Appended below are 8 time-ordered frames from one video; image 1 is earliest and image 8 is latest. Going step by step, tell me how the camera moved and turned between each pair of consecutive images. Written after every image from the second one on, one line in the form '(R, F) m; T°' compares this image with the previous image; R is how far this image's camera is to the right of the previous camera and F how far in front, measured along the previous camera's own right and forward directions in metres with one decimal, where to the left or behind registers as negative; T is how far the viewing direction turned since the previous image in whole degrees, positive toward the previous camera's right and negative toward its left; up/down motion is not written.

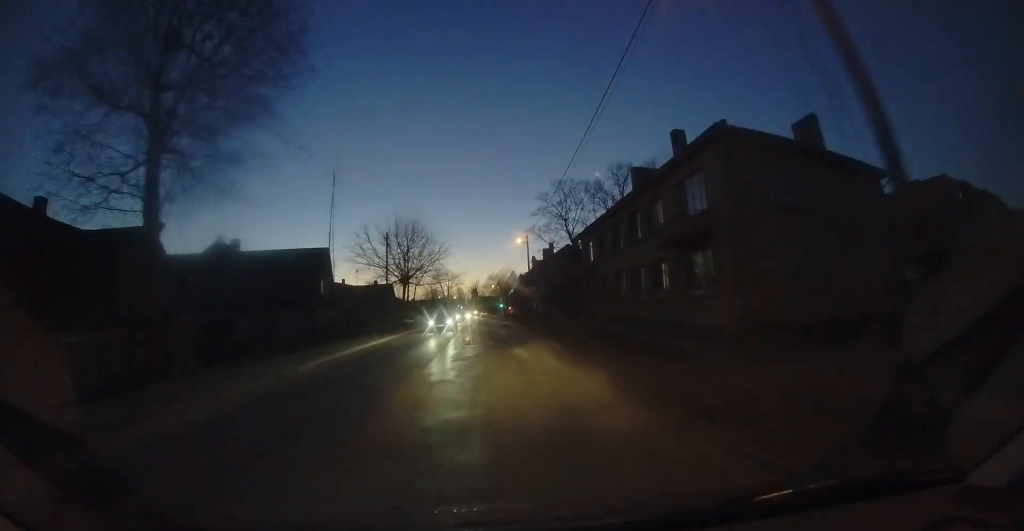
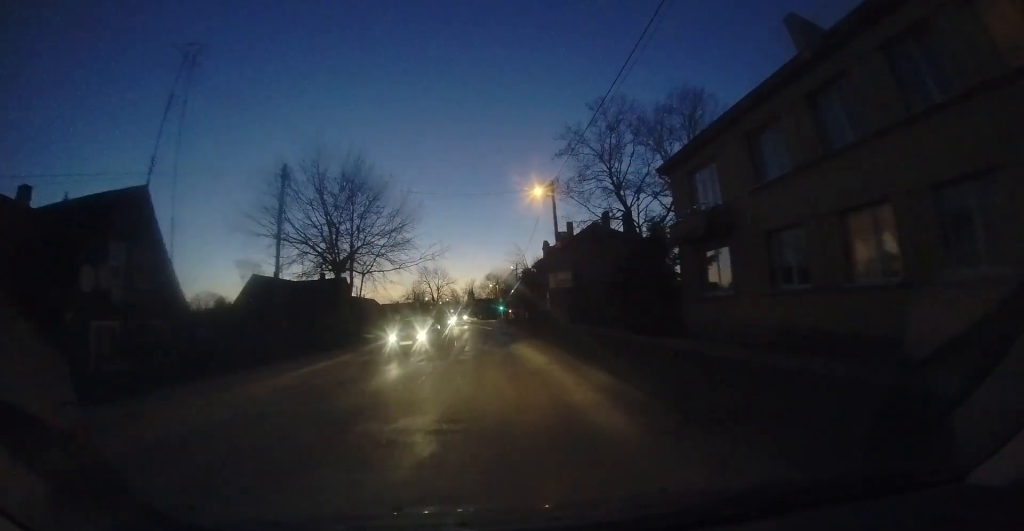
(+0.2, +15.8) m; +3°
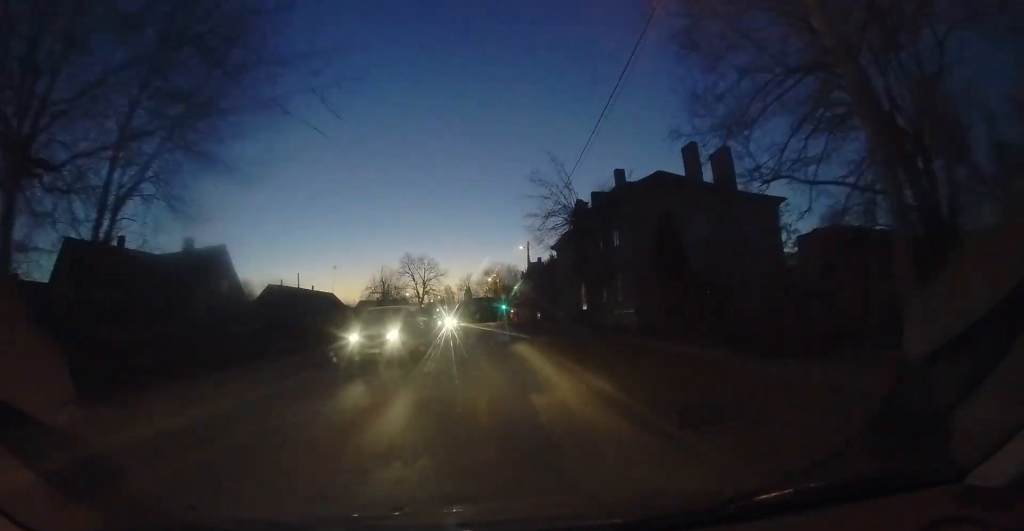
(+0.2, +17.1) m; 0°
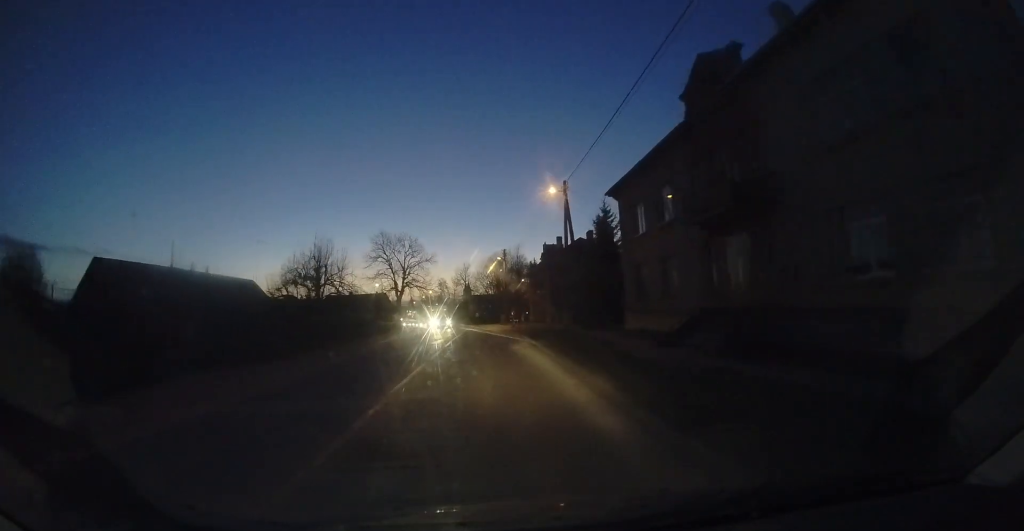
(0.0, +17.4) m; 0°
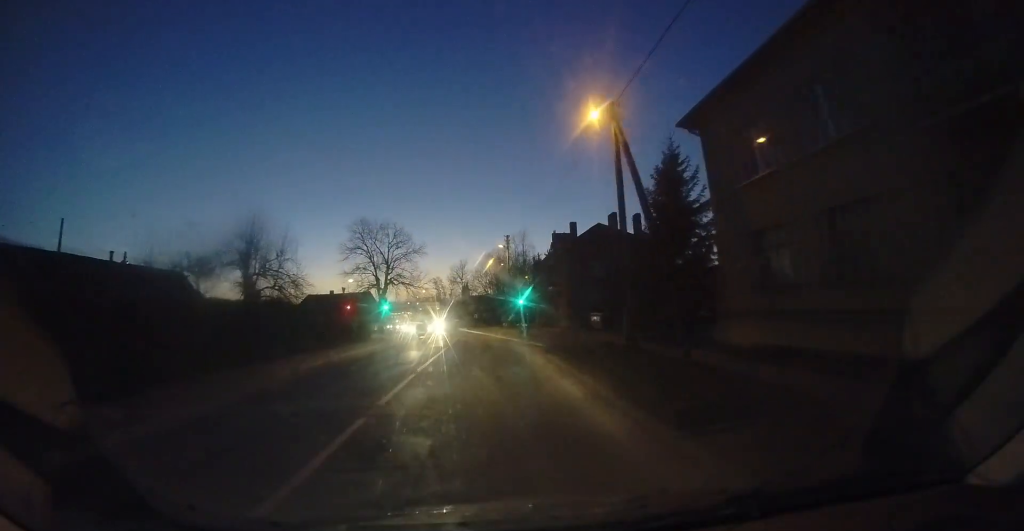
(0.0, +8.5) m; -1°
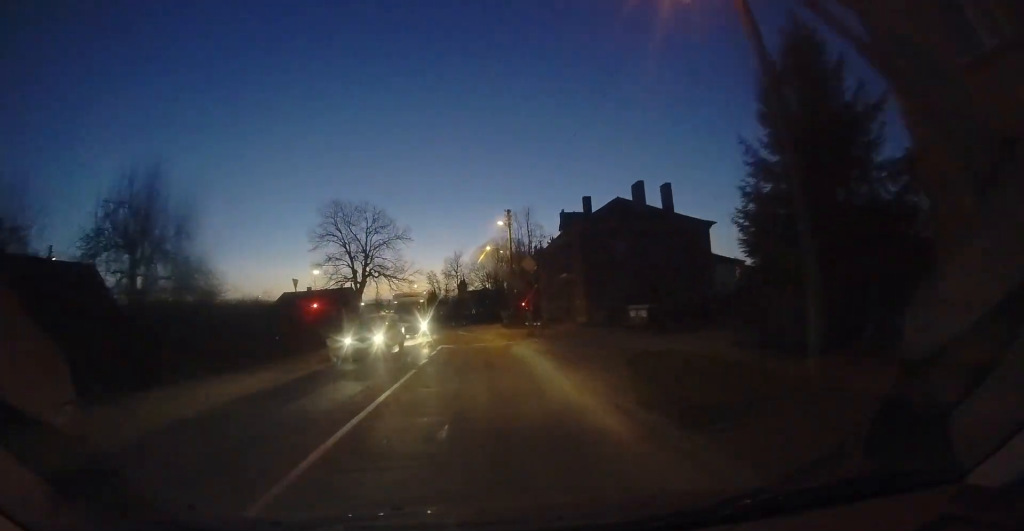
(0.0, +7.2) m; -1°
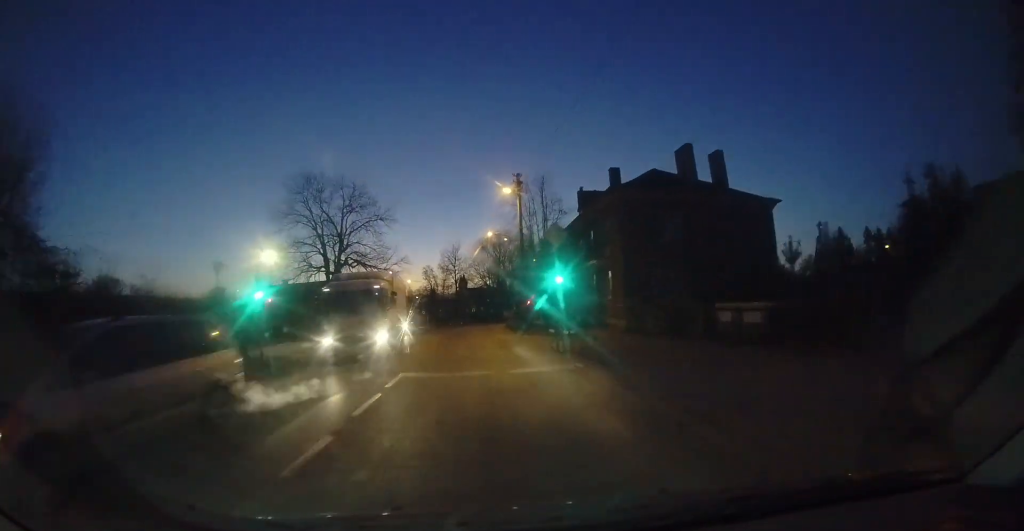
(-0.1, +7.4) m; -2°
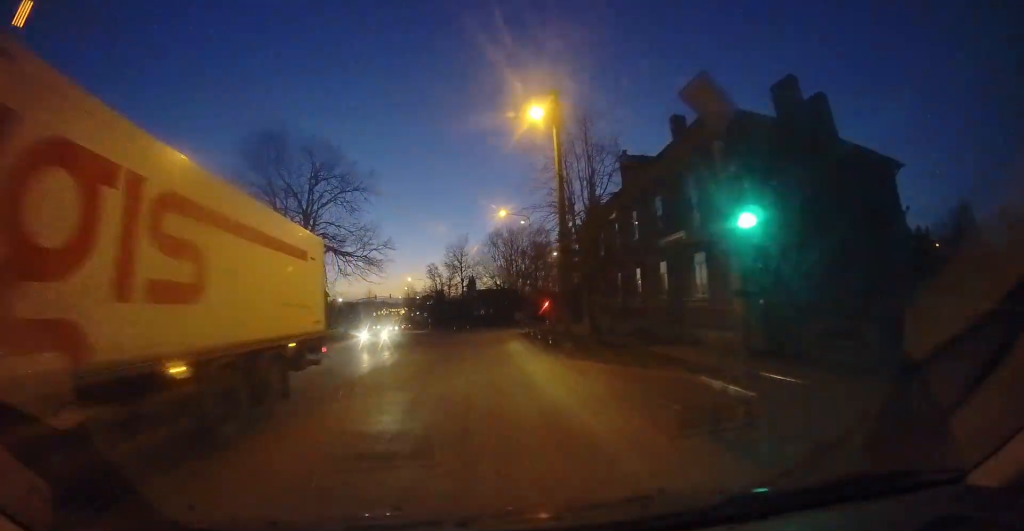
(-0.1, +8.3) m; -2°
